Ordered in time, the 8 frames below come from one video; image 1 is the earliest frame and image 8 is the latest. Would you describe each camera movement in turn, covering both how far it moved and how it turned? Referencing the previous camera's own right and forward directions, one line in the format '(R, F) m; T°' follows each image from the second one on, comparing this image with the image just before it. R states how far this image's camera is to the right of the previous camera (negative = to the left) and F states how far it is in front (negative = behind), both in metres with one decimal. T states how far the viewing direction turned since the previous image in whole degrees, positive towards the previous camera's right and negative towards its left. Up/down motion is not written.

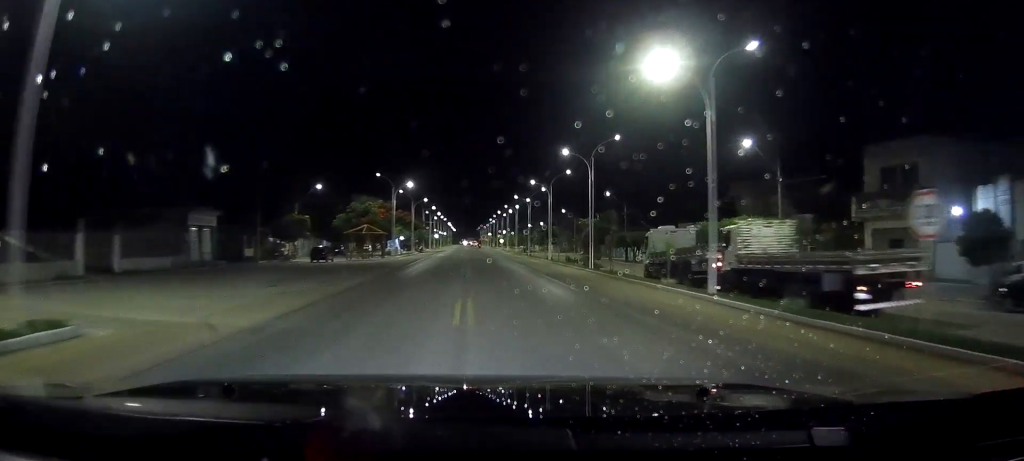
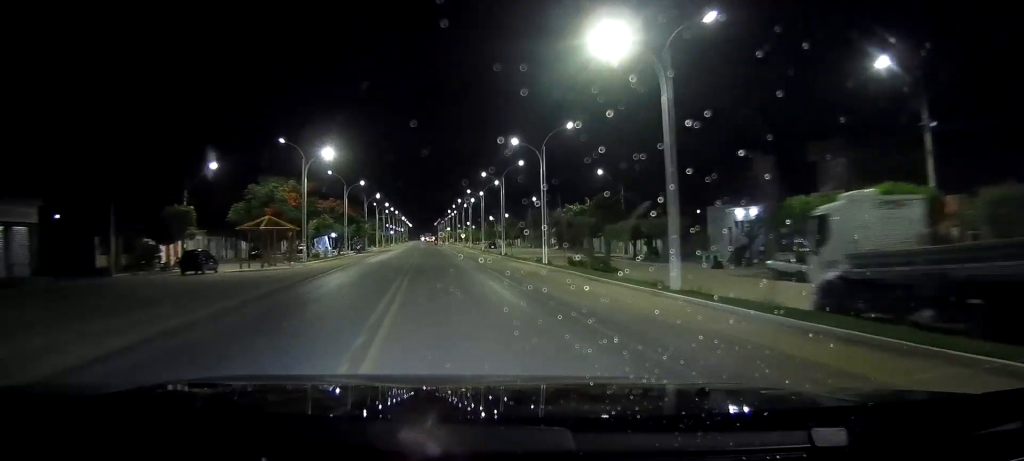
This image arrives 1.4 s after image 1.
(+0.3, +21.2) m; +1°
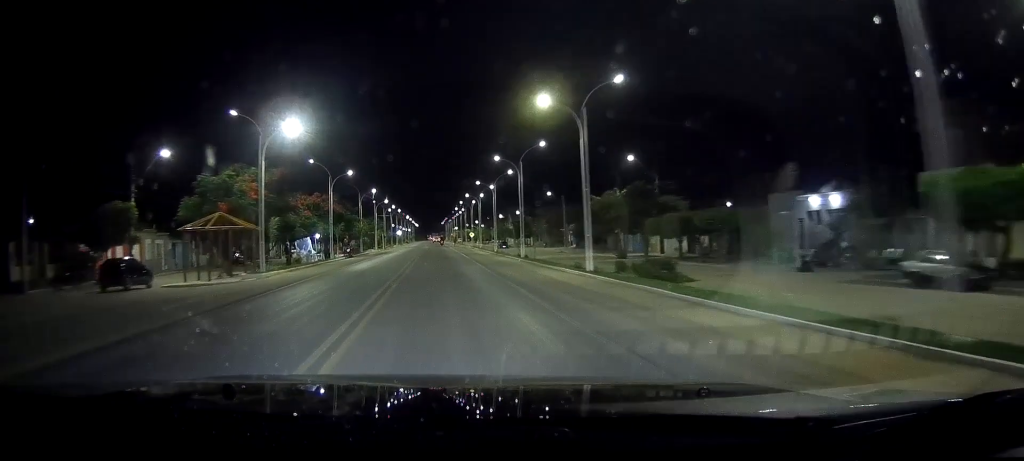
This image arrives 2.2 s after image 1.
(0.0, +11.5) m; 0°
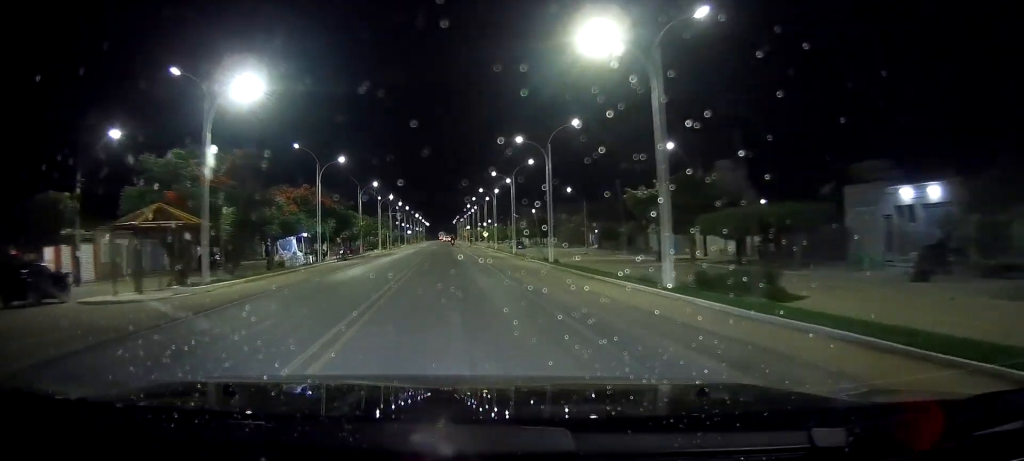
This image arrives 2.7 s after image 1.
(0.0, +9.1) m; 0°
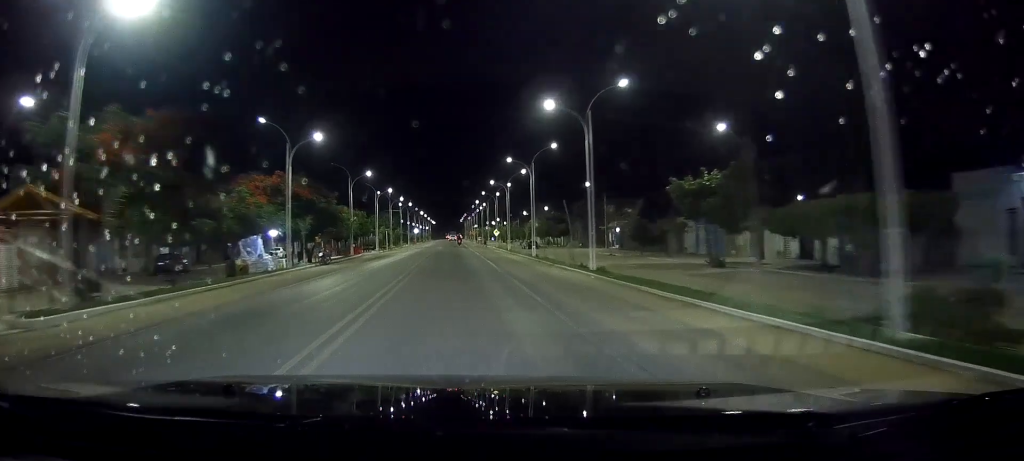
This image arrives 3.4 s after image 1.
(0.0, +10.5) m; 0°
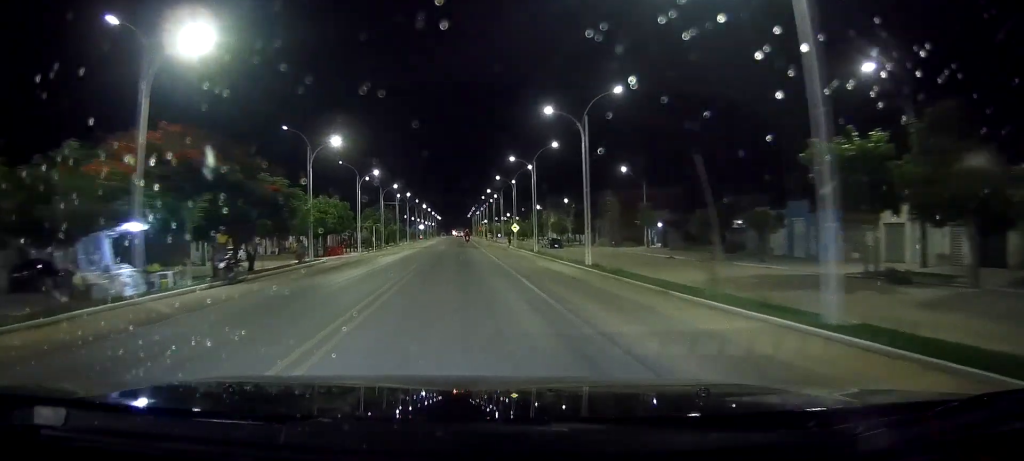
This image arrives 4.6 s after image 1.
(+0.1, +19.0) m; -1°
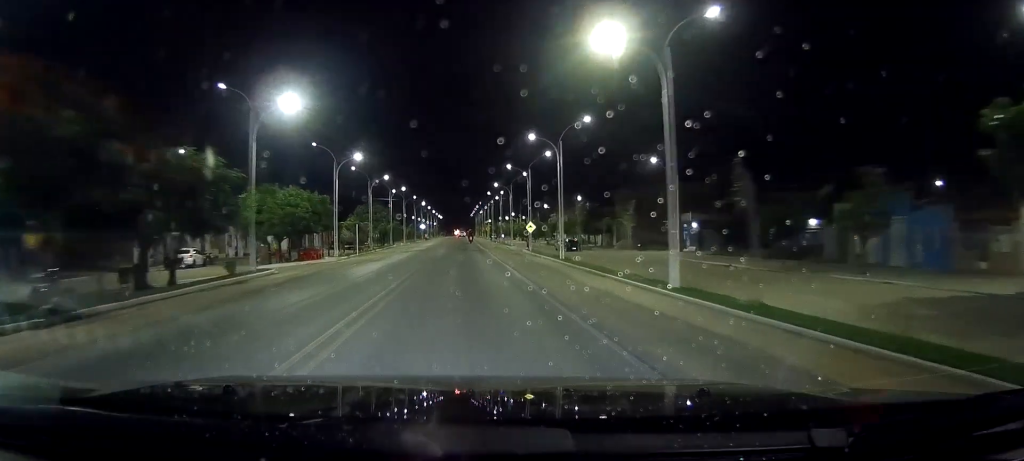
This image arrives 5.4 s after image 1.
(-0.2, +12.3) m; -1°
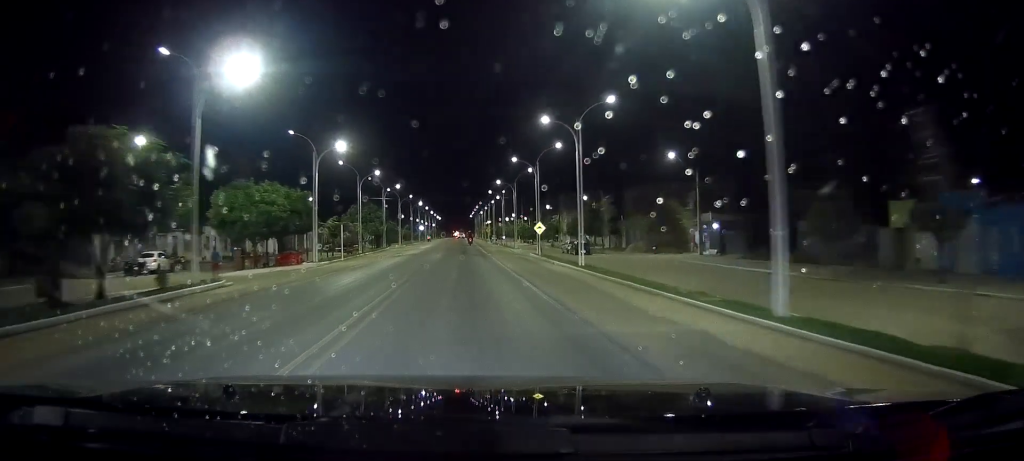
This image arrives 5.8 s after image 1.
(0.0, +6.1) m; 0°
